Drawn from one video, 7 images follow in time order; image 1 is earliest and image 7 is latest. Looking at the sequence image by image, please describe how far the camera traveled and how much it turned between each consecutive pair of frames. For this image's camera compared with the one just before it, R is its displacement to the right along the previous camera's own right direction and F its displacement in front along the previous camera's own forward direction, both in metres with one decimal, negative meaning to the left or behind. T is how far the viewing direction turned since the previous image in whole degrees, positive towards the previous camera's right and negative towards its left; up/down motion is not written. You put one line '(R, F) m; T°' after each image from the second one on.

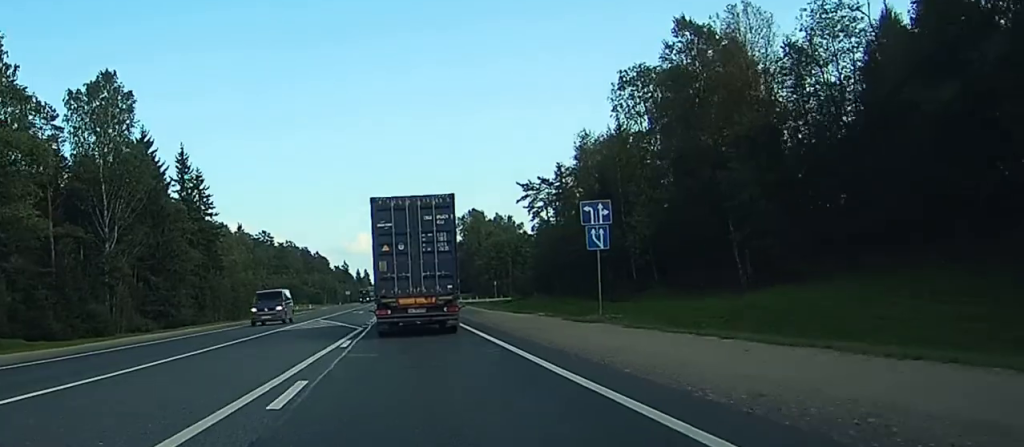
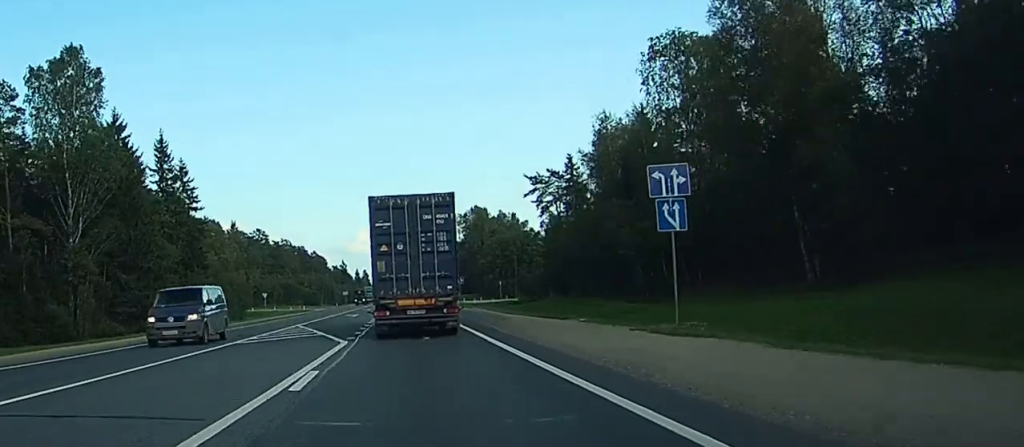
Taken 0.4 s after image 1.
(0.0, +9.8) m; 0°
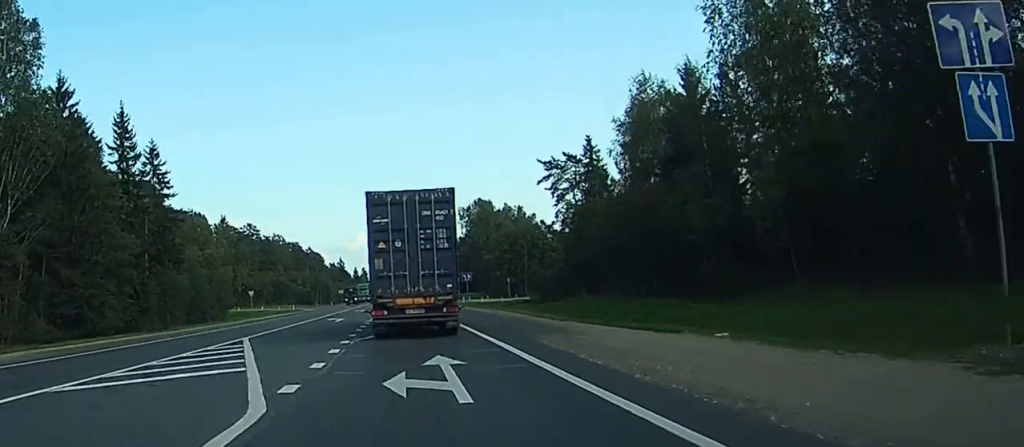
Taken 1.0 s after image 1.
(0.0, +14.7) m; 0°
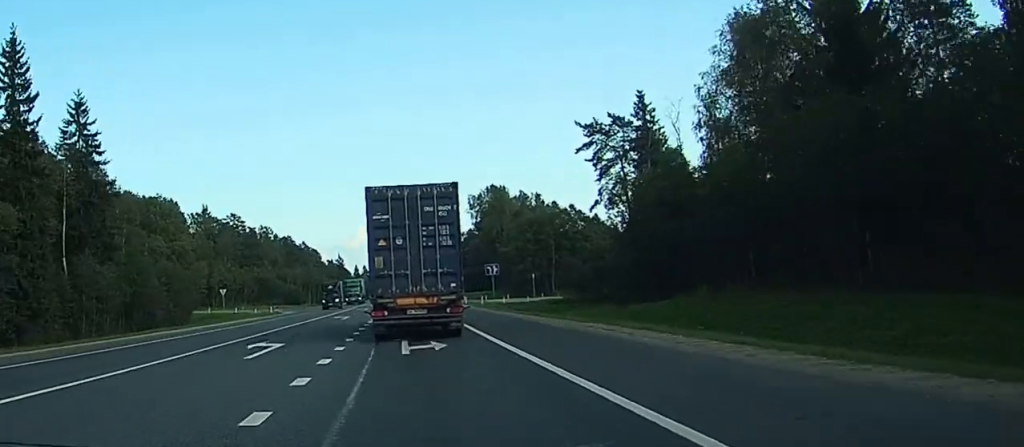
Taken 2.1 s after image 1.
(-0.1, +26.9) m; 0°
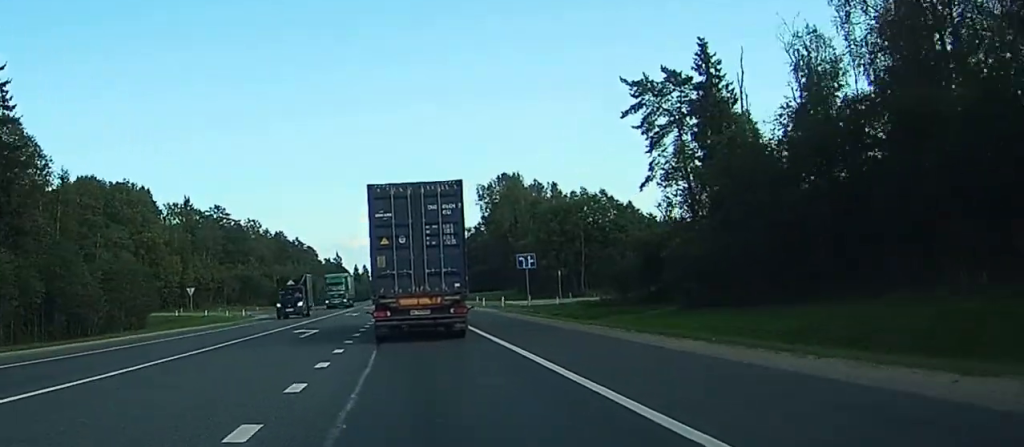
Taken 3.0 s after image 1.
(-0.1, +21.1) m; 0°
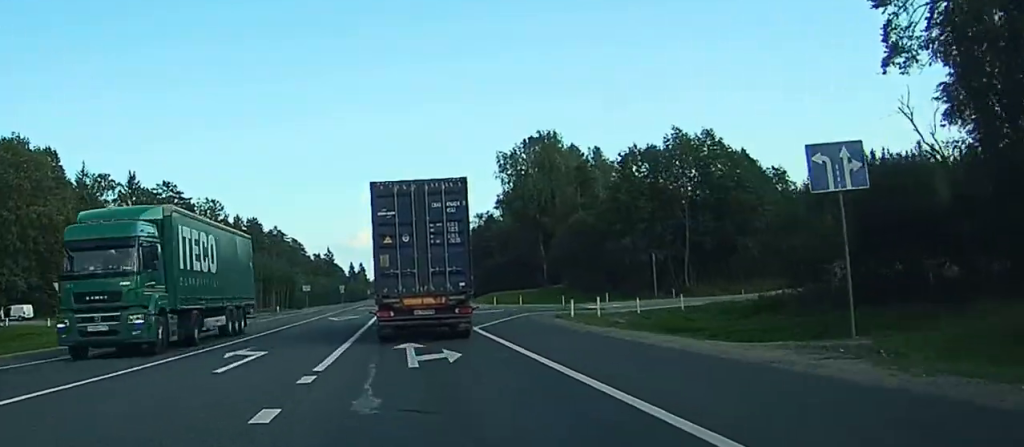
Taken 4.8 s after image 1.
(0.0, +43.1) m; 0°
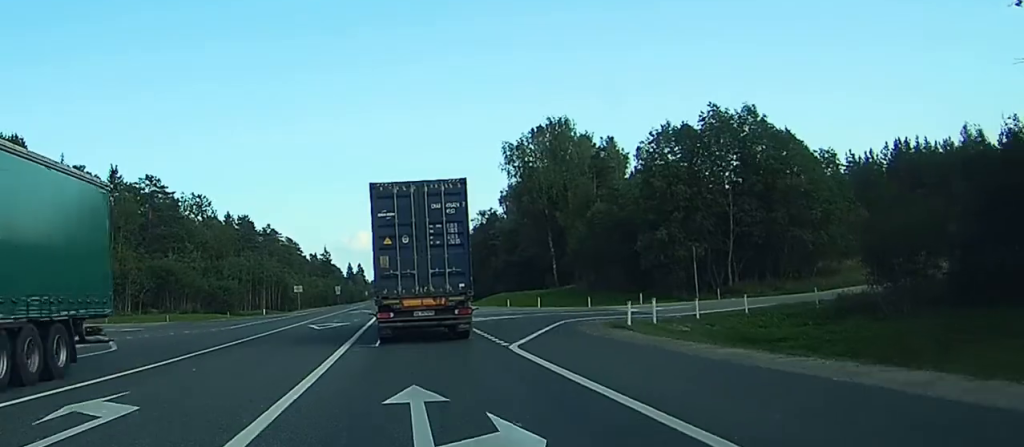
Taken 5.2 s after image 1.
(+0.1, +10.2) m; 0°
